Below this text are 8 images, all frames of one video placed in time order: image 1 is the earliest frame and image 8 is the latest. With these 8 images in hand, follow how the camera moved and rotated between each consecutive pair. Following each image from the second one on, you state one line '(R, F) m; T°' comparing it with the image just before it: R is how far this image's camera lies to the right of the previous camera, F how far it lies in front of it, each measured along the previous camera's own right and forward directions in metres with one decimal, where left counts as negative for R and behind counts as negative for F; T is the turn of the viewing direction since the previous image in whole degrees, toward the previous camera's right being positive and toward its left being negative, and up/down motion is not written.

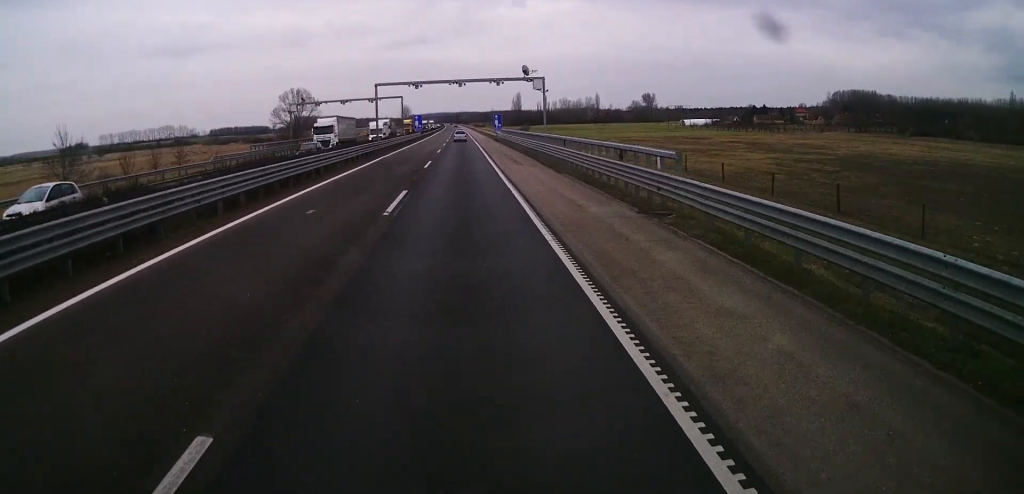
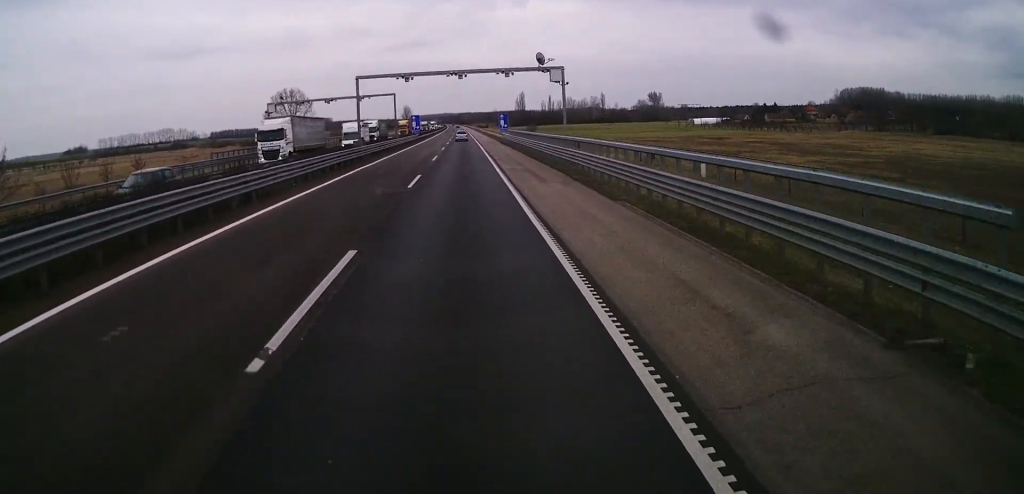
(0.0, +10.8) m; 0°
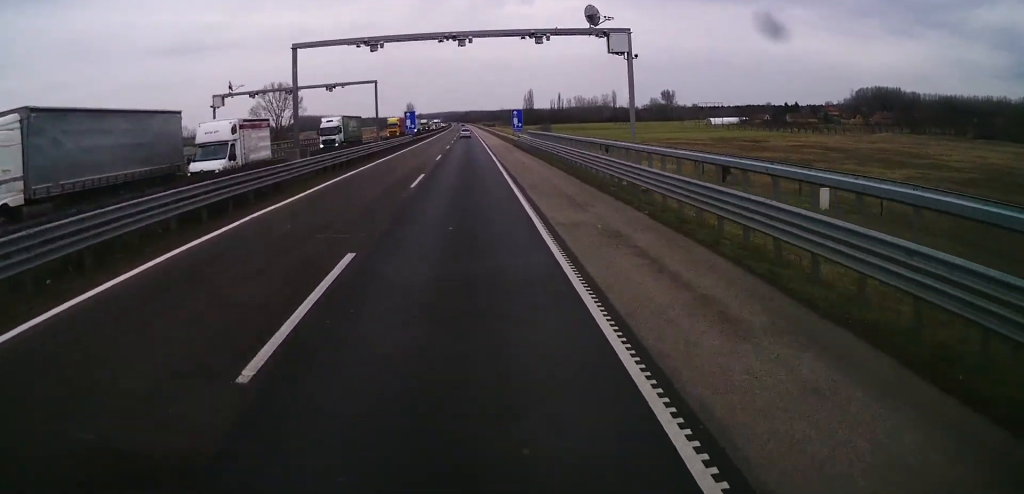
(+0.2, +18.5) m; +1°
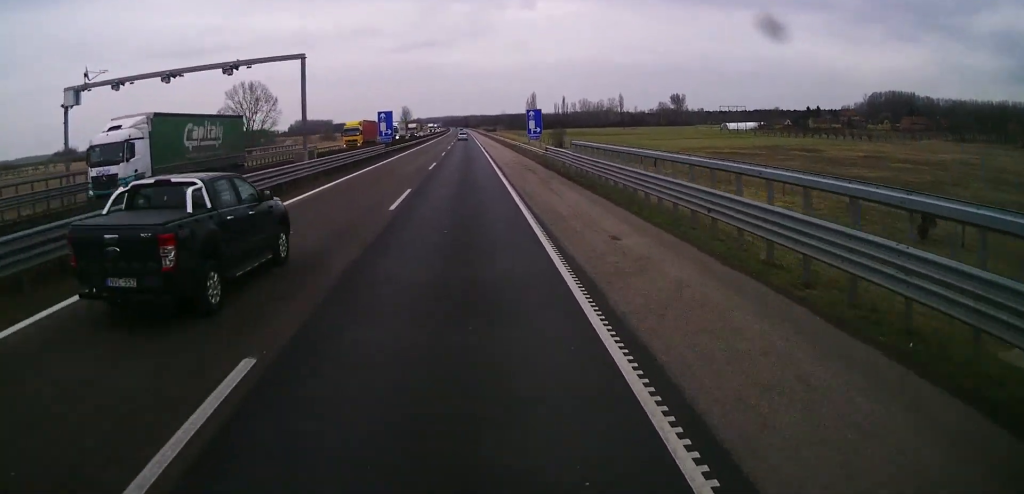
(+0.2, +23.9) m; 0°
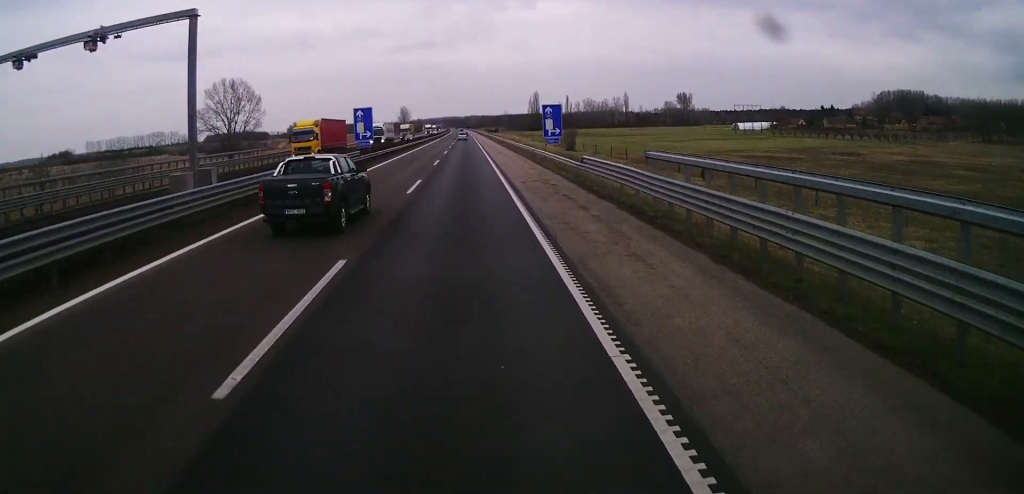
(-0.1, +13.1) m; 0°
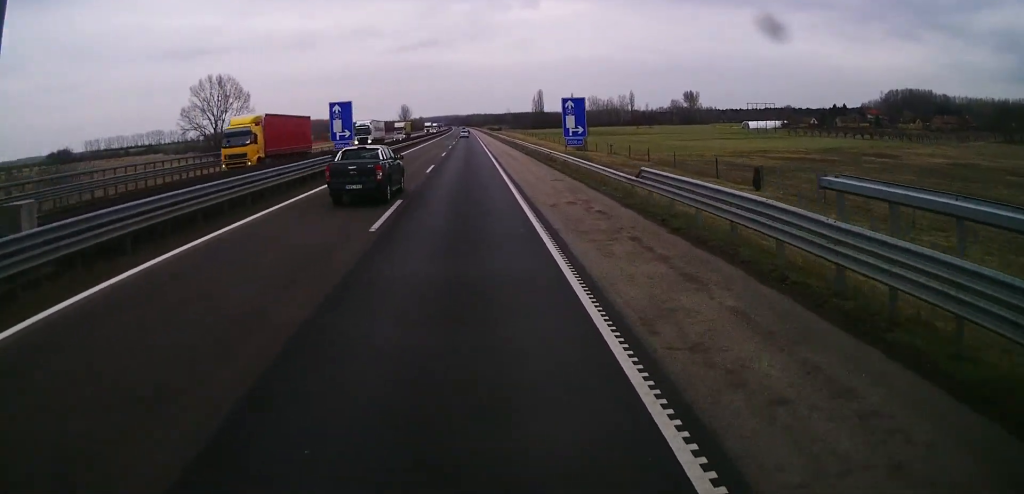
(-0.1, +9.2) m; 0°
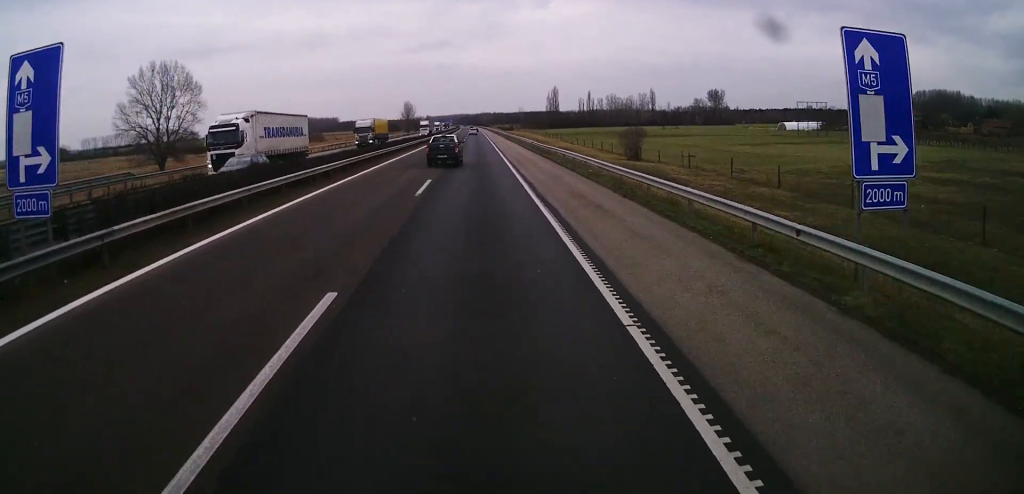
(+0.1, +30.0) m; -1°
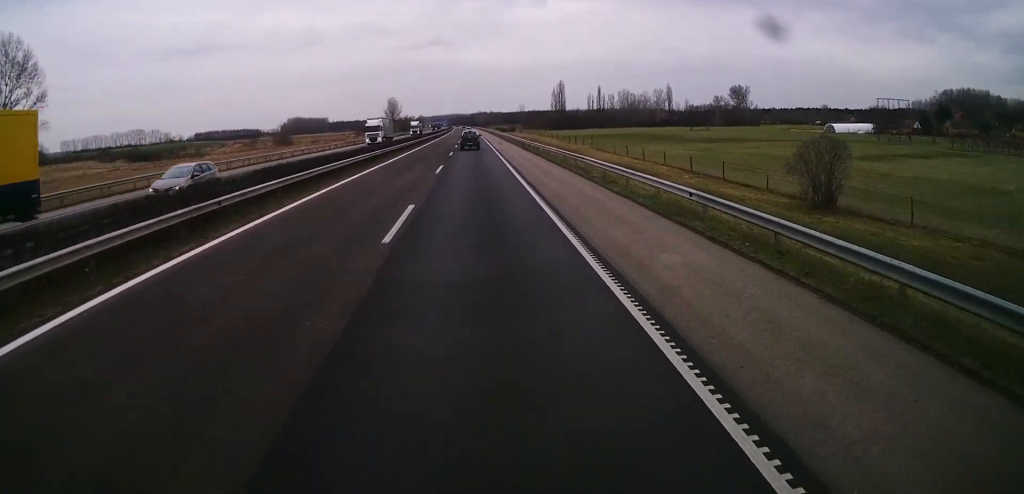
(-0.8, +44.5) m; -1°
